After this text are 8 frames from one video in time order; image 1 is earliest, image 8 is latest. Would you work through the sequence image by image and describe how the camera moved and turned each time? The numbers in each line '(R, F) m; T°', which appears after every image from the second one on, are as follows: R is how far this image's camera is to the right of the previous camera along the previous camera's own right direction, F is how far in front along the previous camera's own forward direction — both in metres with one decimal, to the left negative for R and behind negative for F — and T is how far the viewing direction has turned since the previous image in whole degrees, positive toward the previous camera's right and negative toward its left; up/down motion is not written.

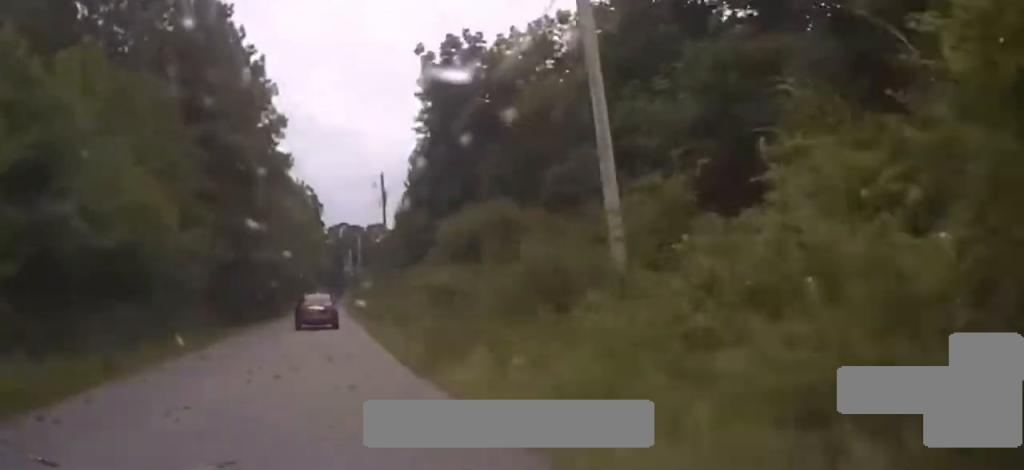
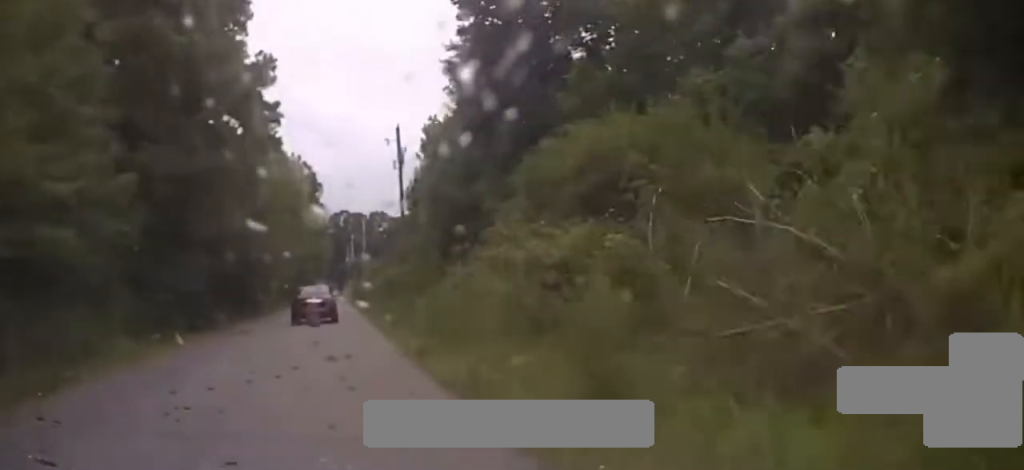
(0.0, +16.1) m; 0°
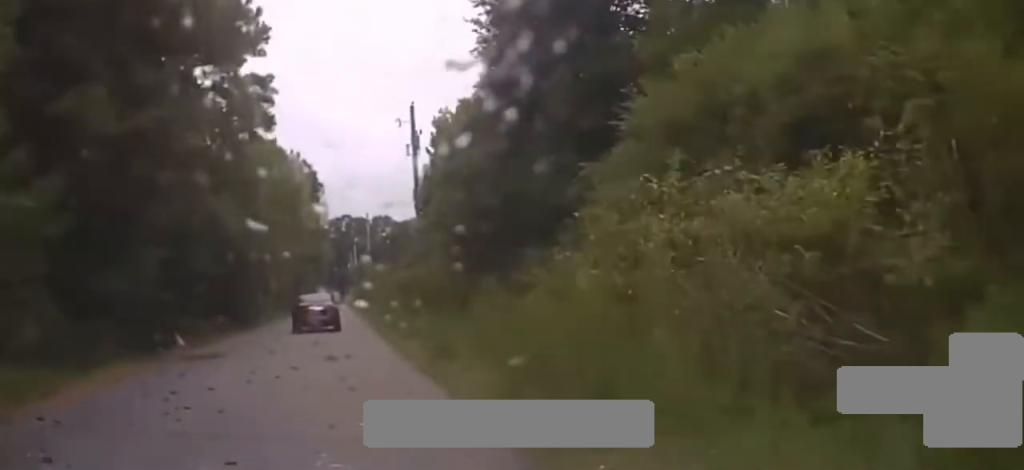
(0.0, +8.2) m; 0°
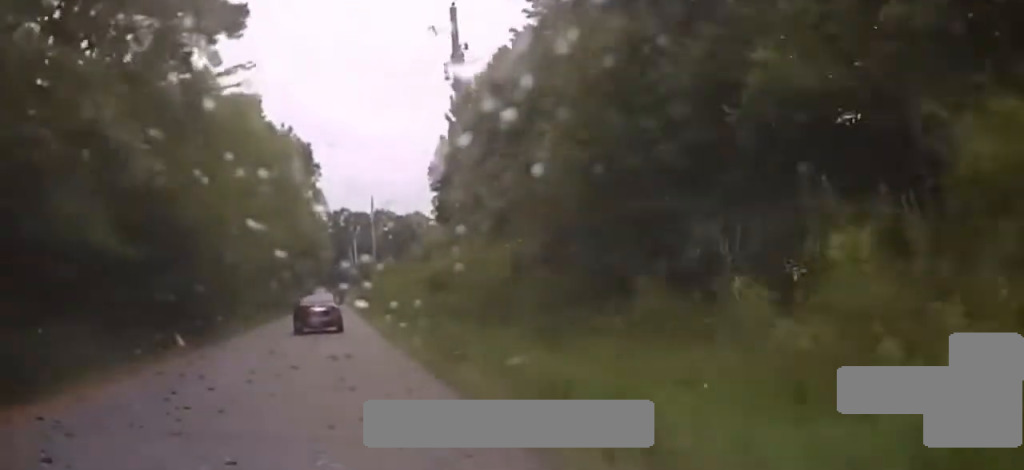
(0.0, +15.7) m; 0°
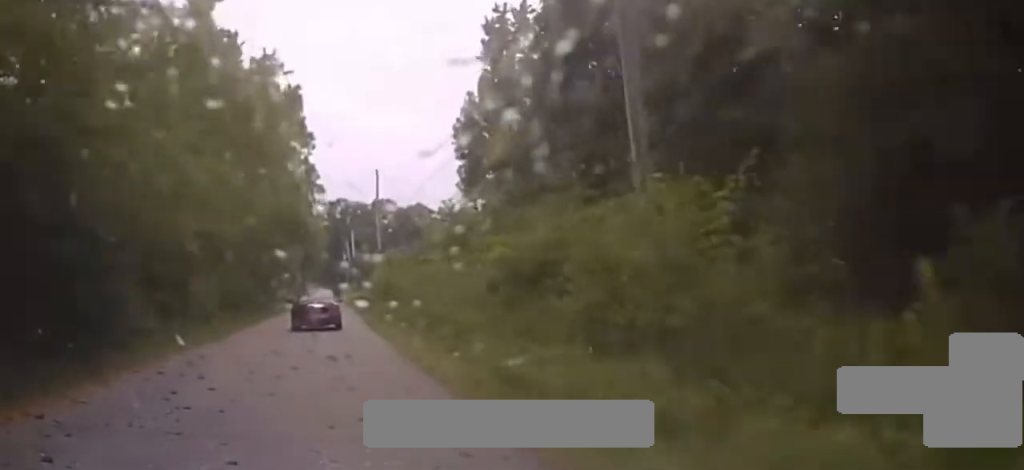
(0.0, +16.4) m; 0°
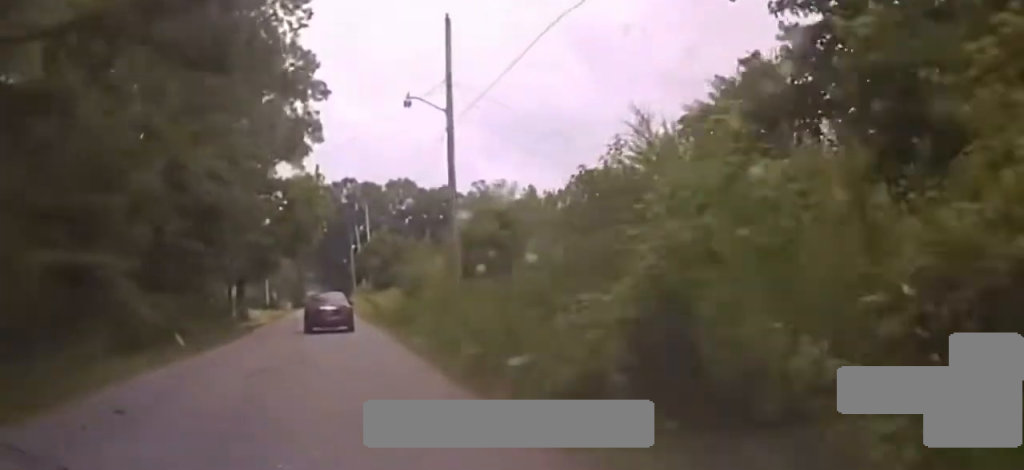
(+1.0, +35.9) m; +5°
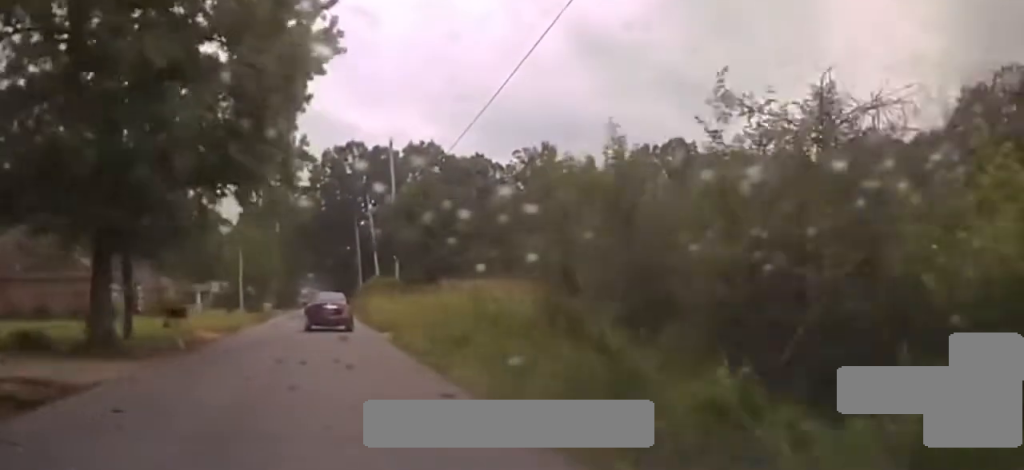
(+0.1, +31.6) m; -4°
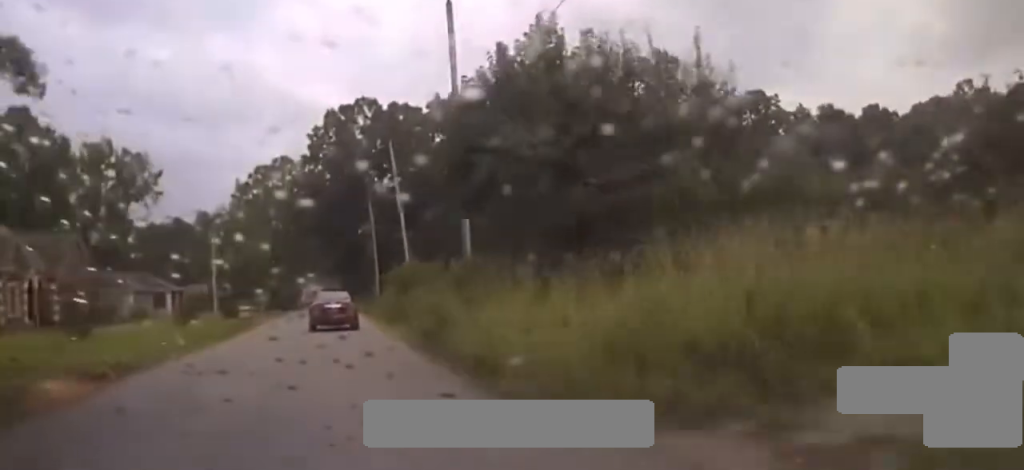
(-1.7, +23.7) m; -5°
